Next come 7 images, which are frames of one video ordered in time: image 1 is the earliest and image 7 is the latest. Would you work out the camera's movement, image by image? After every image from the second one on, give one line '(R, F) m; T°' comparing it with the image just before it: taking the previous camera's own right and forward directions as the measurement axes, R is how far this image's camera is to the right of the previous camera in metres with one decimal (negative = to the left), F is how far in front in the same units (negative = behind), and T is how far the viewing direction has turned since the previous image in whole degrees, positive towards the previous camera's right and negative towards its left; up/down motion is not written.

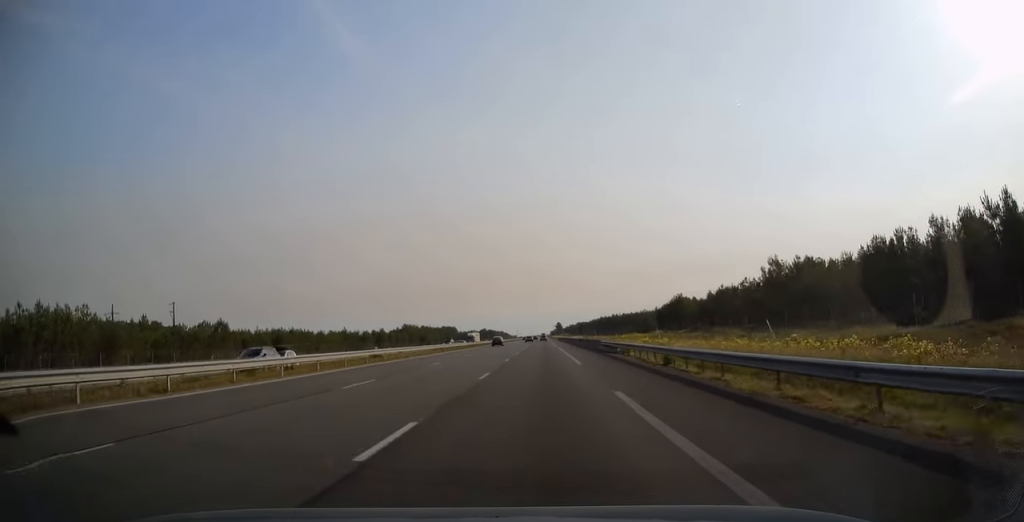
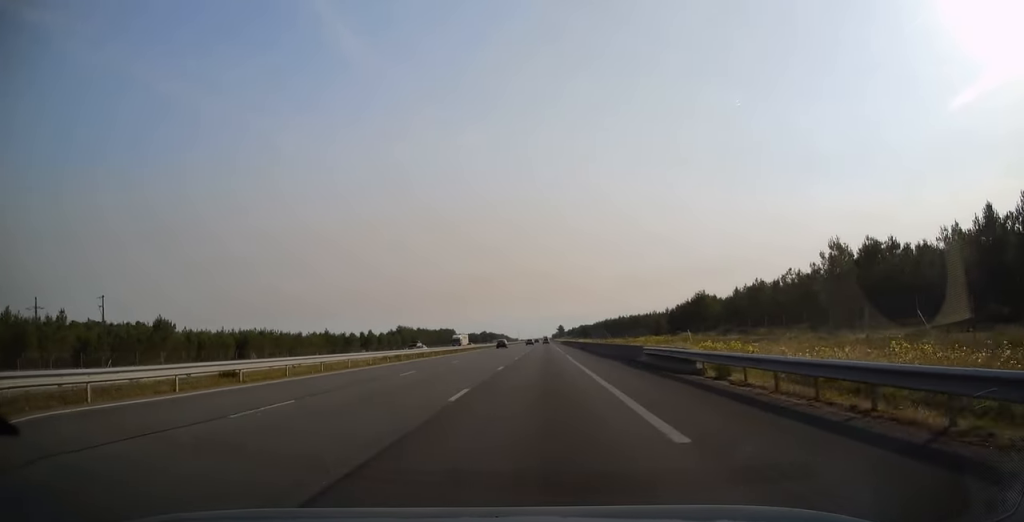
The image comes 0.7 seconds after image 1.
(+0.1, +19.7) m; 0°
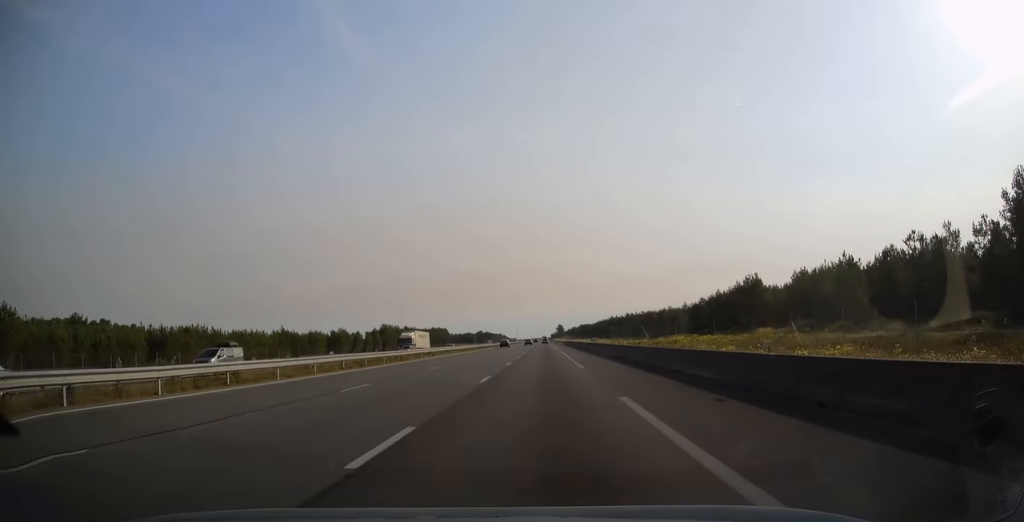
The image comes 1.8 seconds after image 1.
(-0.2, +33.0) m; 0°
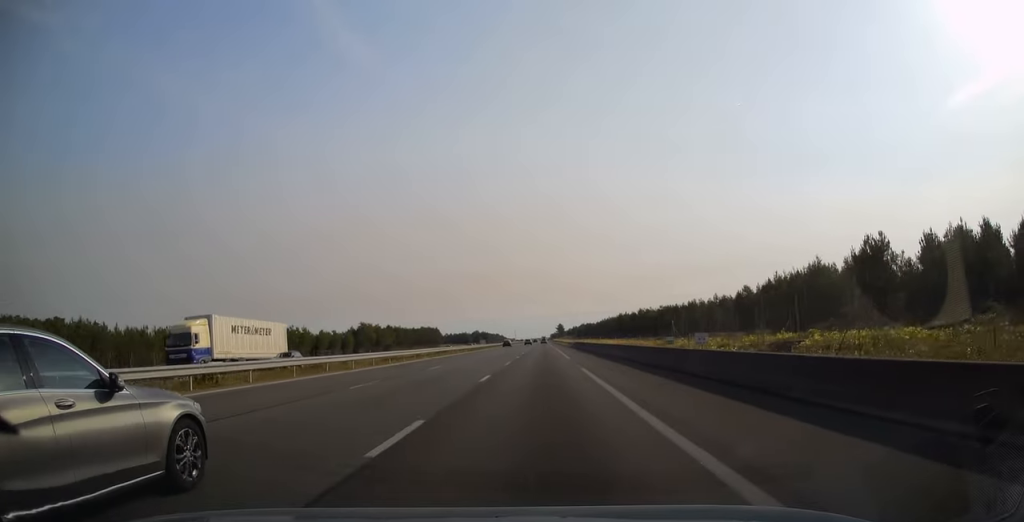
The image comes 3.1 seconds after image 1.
(0.0, +38.4) m; 0°
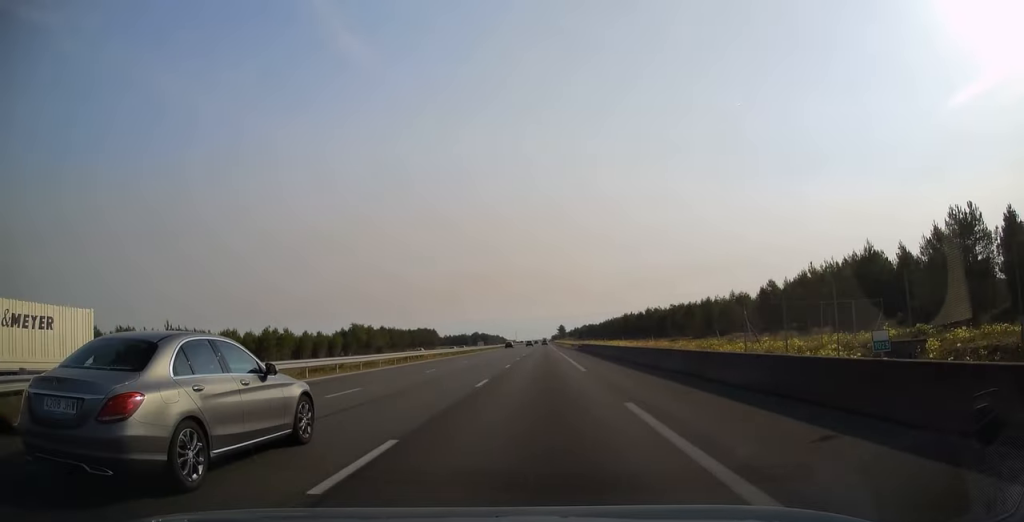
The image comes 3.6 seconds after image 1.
(0.0, +14.7) m; 0°
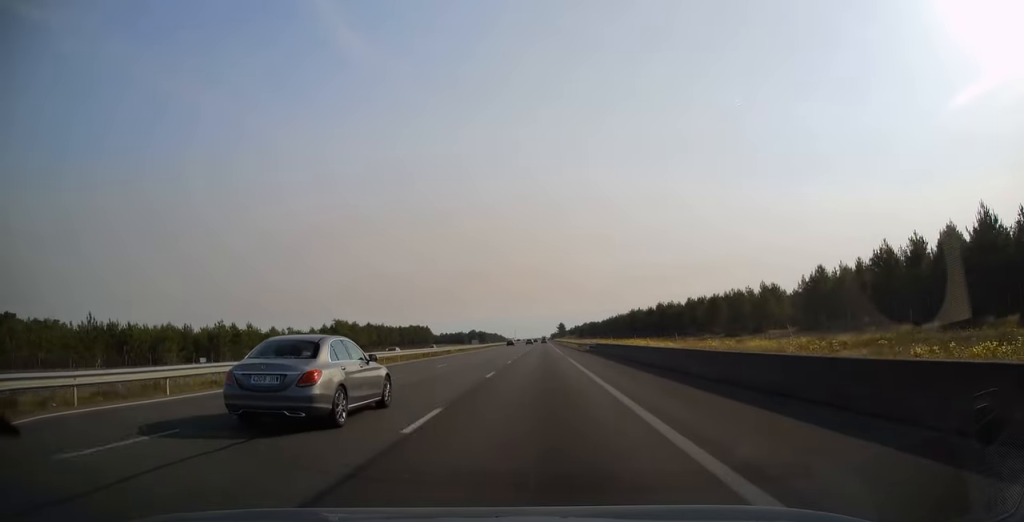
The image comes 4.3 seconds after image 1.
(0.0, +22.6) m; 0°
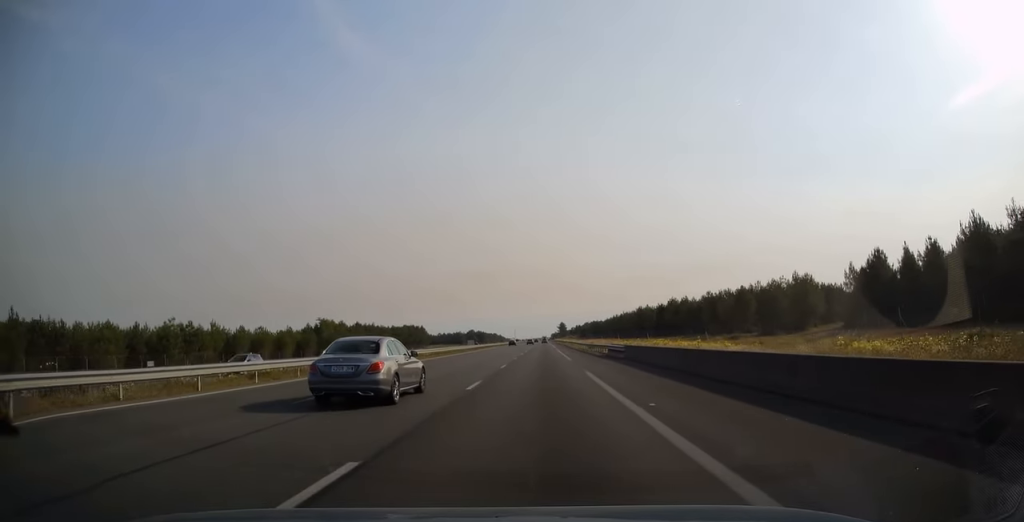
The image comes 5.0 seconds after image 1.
(0.0, +18.2) m; 0°
